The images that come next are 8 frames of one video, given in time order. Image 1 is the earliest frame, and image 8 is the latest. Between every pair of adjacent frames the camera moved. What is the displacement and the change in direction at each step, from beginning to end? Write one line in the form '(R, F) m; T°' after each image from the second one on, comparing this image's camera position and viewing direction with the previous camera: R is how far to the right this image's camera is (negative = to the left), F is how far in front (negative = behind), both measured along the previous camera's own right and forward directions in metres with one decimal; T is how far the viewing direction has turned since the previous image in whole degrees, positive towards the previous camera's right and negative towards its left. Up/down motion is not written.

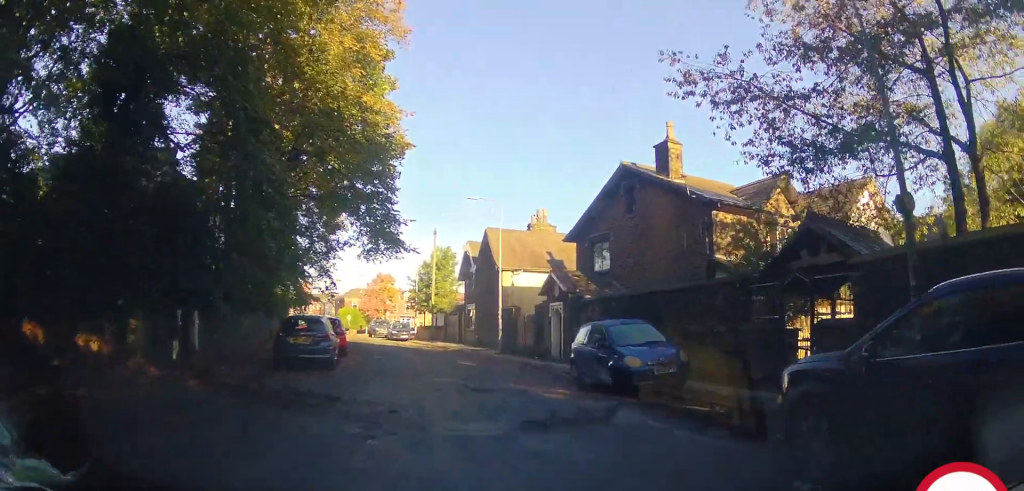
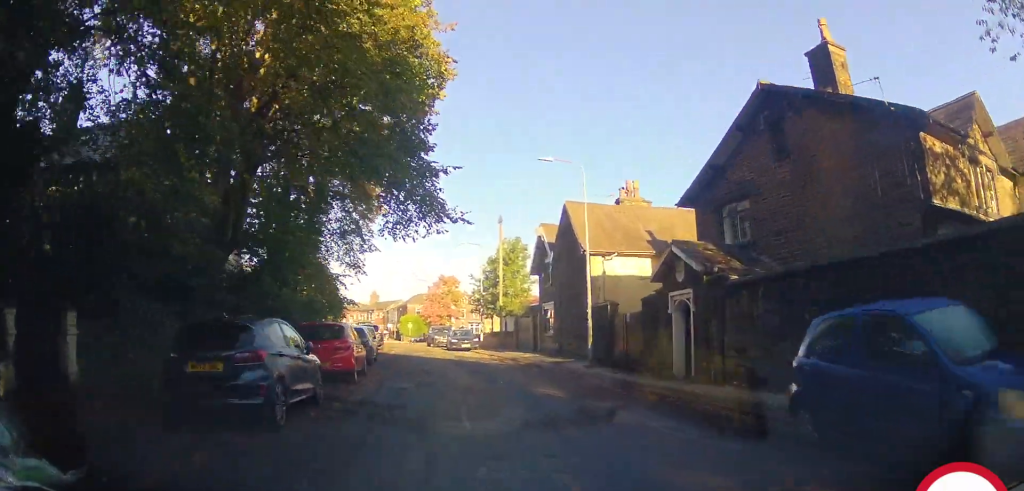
(-0.4, +8.2) m; -7°
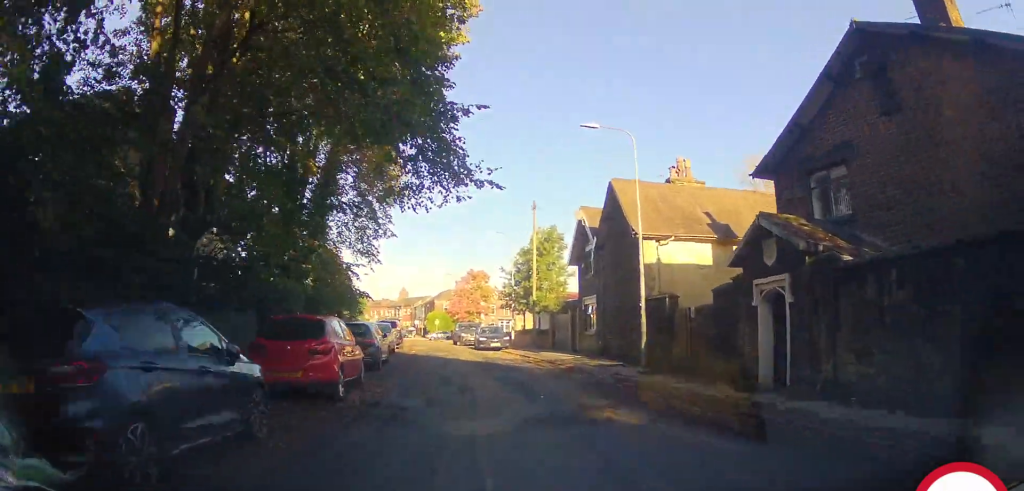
(-0.2, +3.6) m; -2°
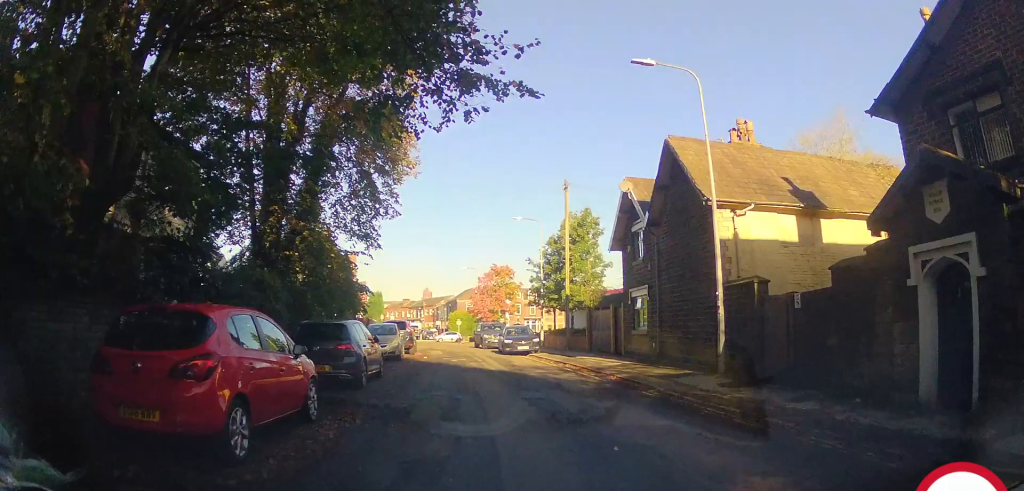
(-0.1, +4.8) m; -1°
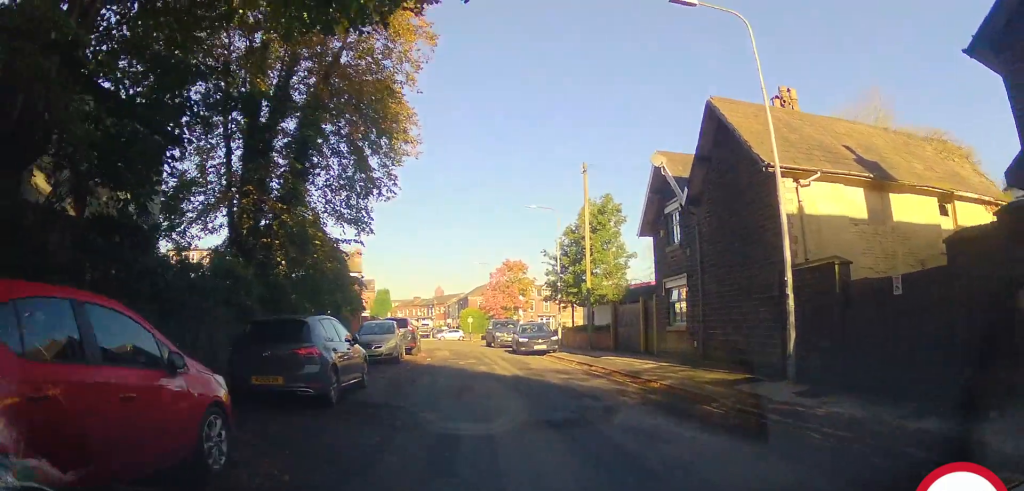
(0.0, +3.1) m; 0°
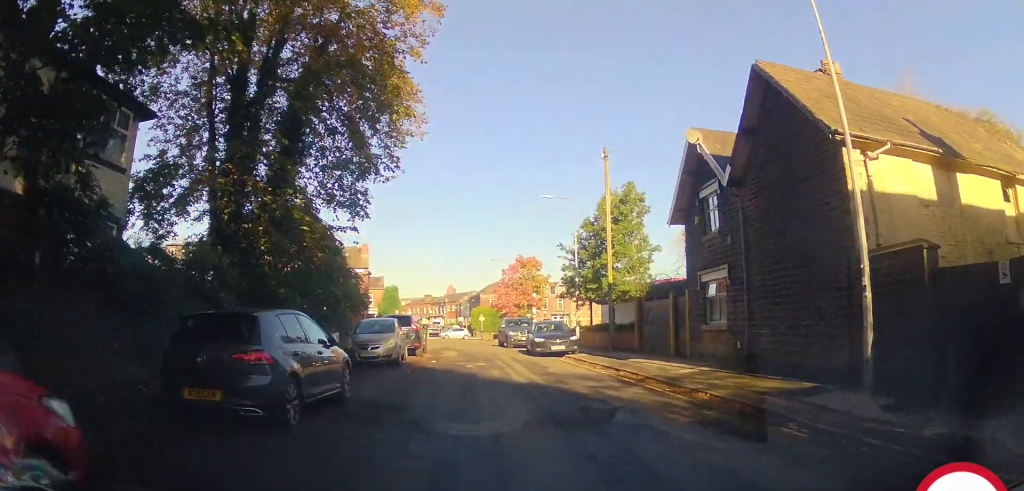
(0.0, +2.4) m; -3°
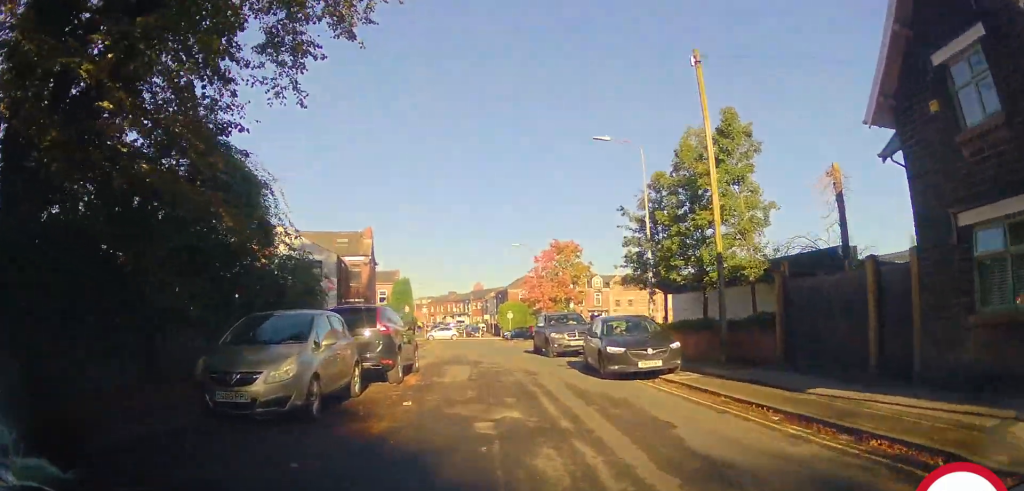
(-1.0, +10.2) m; -8°
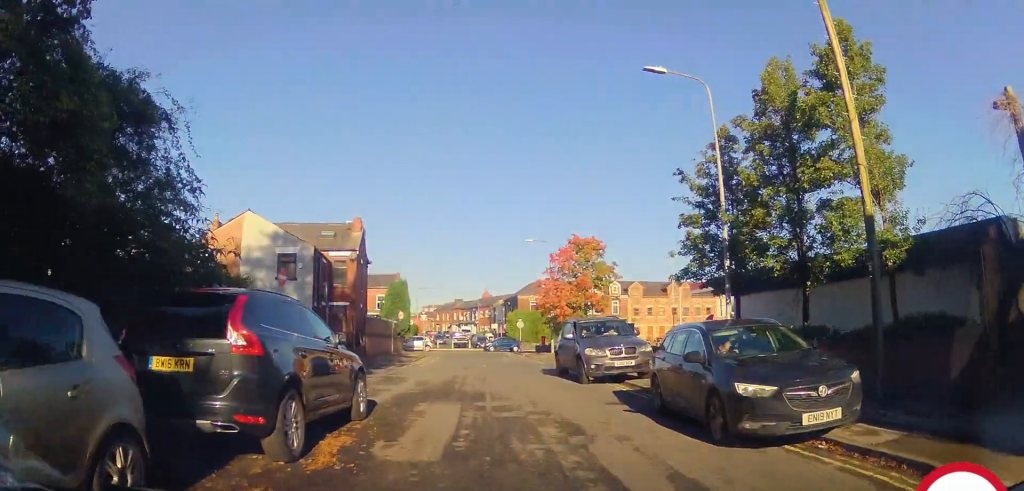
(+0.4, +7.1) m; +3°
